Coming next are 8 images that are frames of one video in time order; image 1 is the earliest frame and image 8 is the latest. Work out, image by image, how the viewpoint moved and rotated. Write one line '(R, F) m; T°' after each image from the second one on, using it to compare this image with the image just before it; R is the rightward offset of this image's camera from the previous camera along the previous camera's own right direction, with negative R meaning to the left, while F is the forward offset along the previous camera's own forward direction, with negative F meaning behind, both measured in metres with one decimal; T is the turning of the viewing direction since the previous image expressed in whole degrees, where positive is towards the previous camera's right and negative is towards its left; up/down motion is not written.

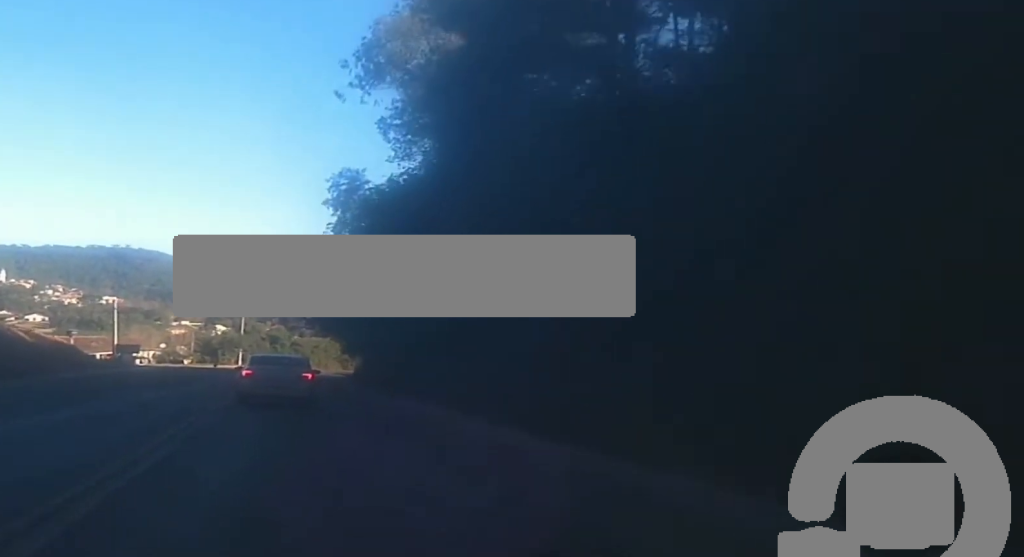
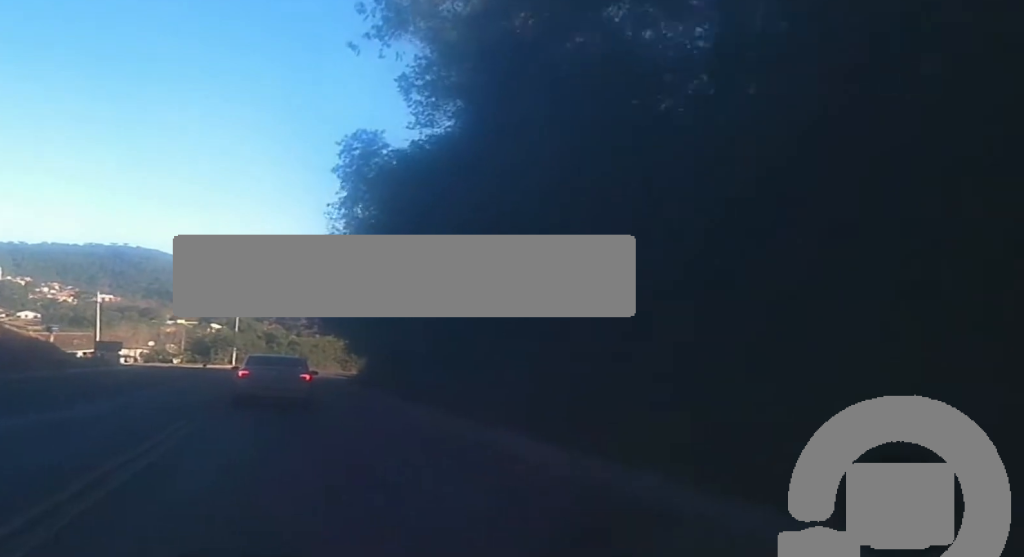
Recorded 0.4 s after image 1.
(-0.2, +8.7) m; 0°
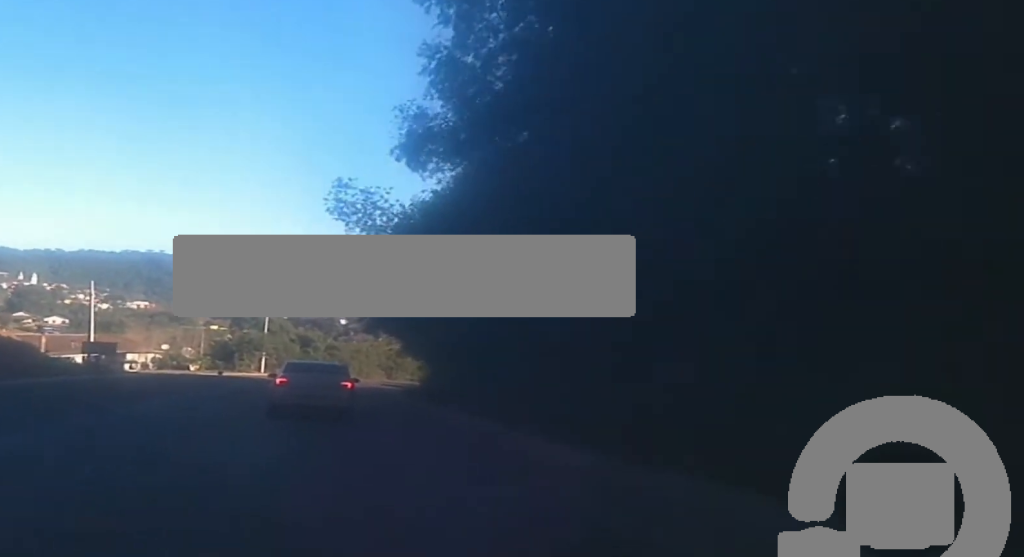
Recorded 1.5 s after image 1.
(+0.4, +20.2) m; +2°
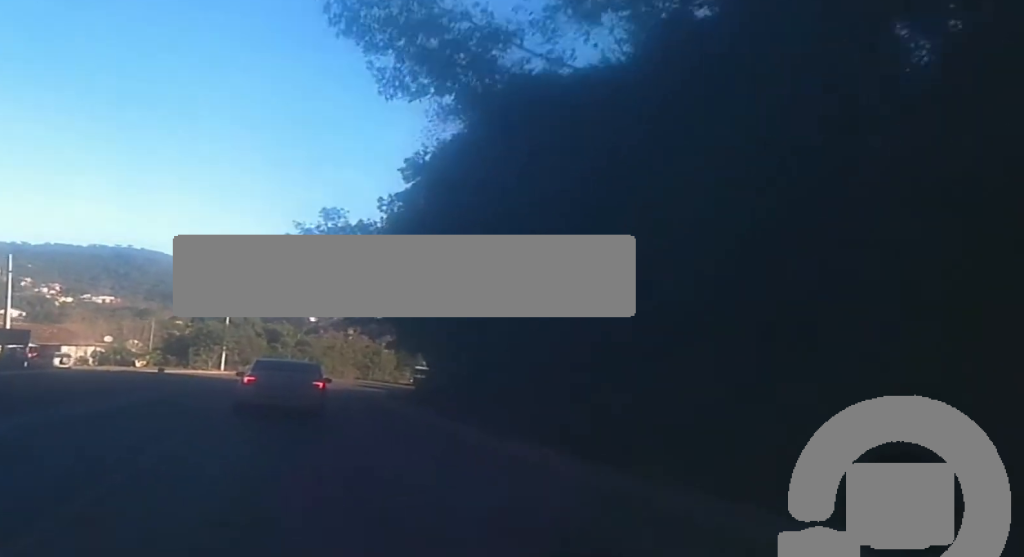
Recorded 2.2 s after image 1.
(+0.3, +14.4) m; -1°
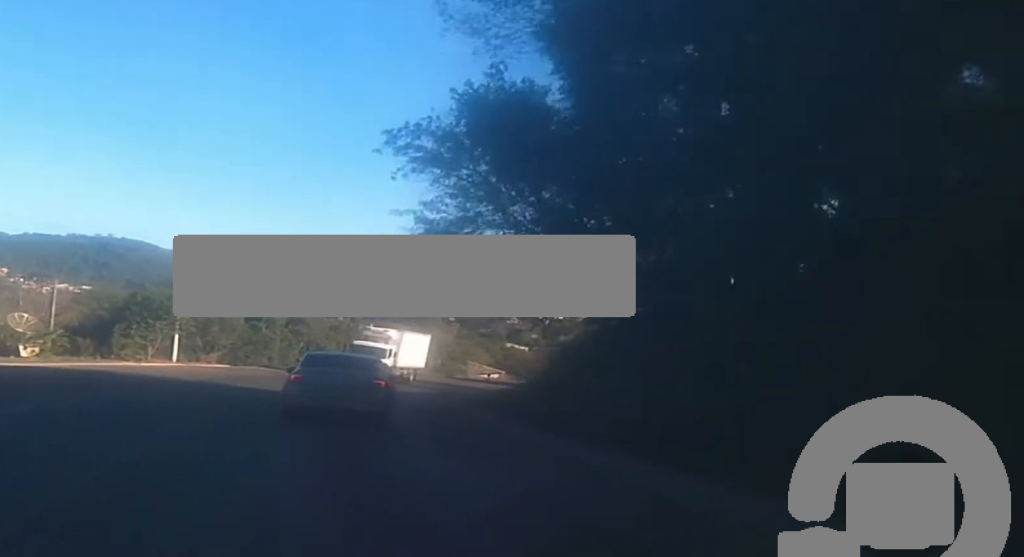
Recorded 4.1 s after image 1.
(-0.8, +33.9) m; 0°
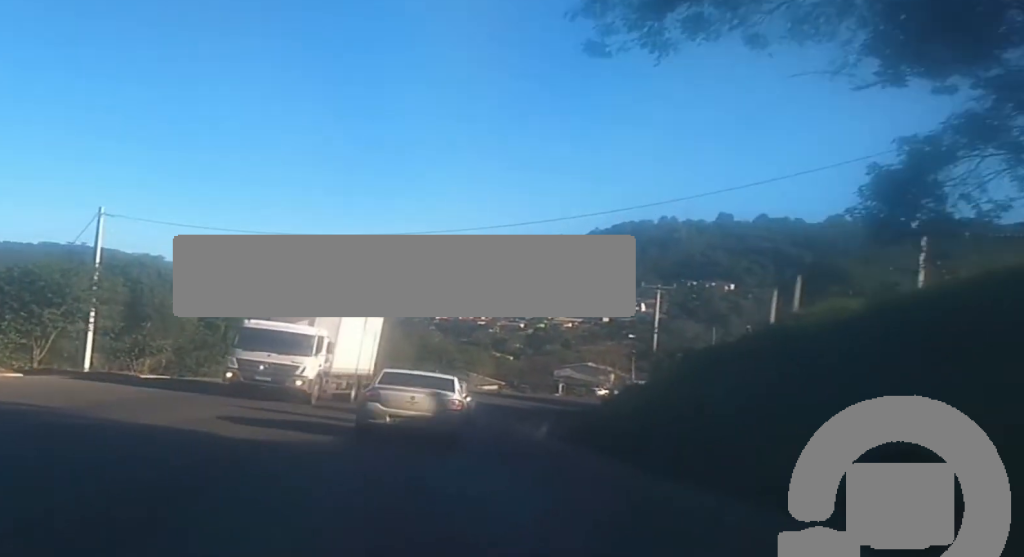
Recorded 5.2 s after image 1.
(+0.4, +19.2) m; +2°
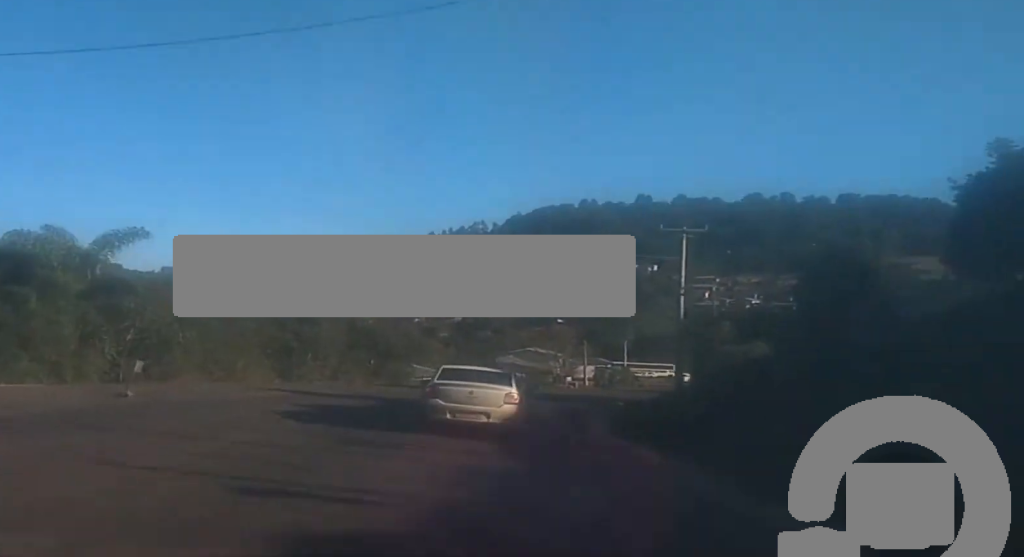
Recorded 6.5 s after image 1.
(+0.4, +22.1) m; +4°
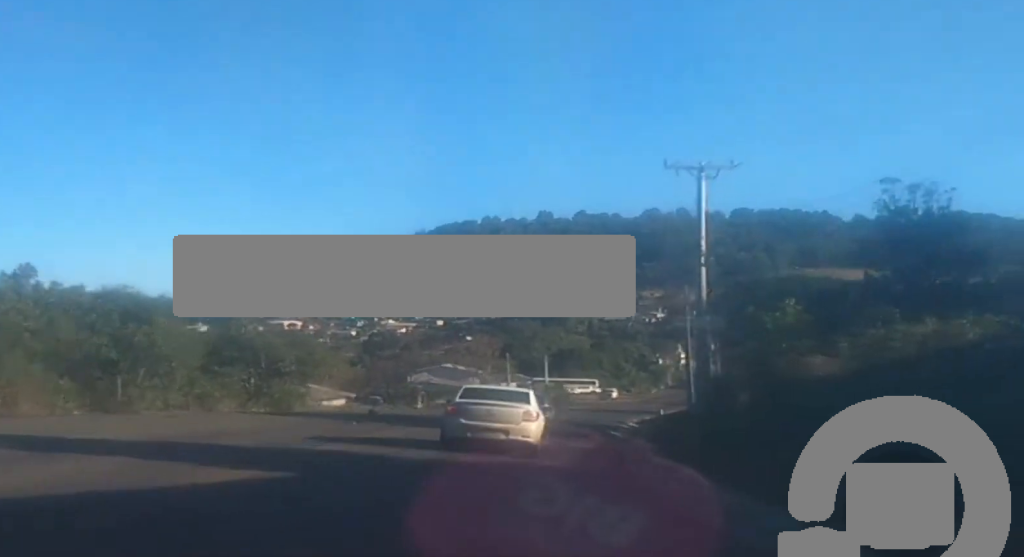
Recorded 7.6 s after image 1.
(+1.2, +18.4) m; +8°
